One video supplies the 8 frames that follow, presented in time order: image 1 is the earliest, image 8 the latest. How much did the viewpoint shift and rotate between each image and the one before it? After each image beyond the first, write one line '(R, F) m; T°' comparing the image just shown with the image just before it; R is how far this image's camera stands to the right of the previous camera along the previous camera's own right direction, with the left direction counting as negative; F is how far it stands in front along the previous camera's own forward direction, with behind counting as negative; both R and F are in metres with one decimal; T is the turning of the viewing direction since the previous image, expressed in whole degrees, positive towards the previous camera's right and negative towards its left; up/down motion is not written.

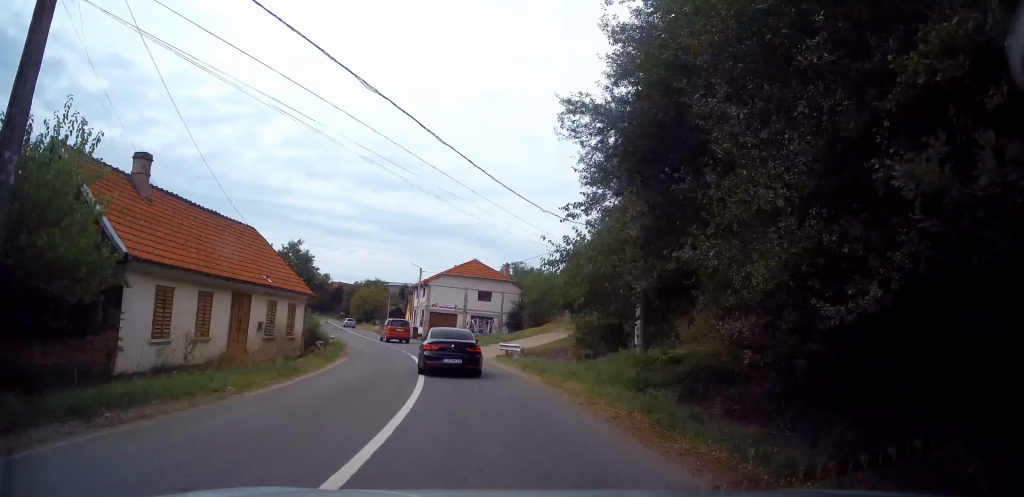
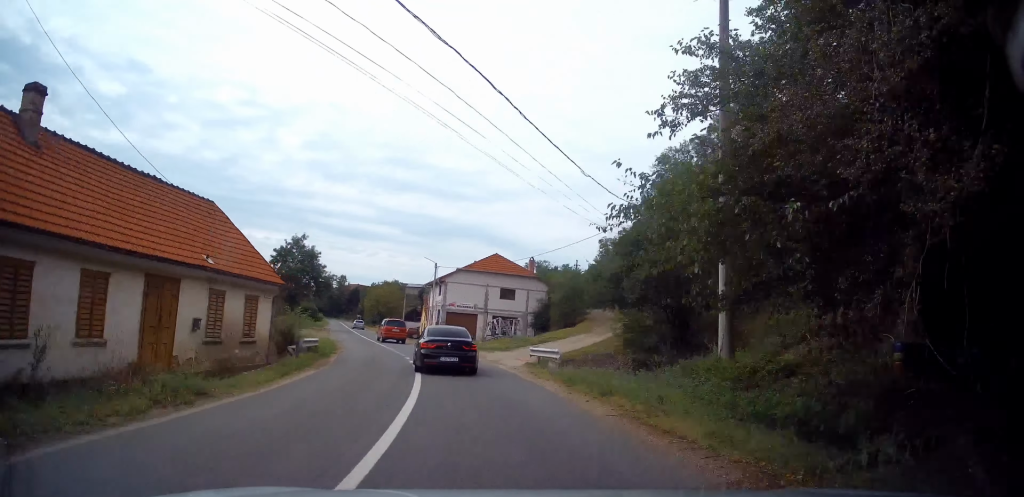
(+0.2, +6.3) m; -2°
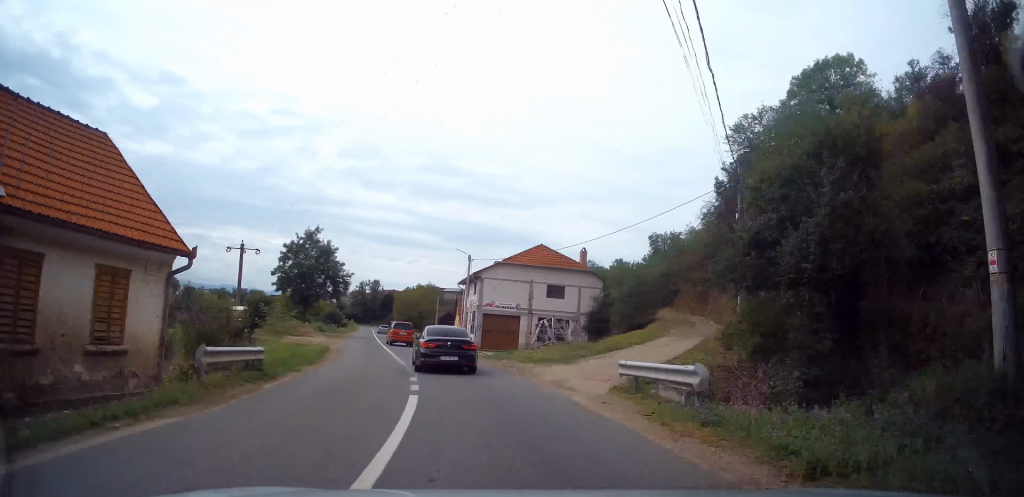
(-0.5, +8.9) m; -4°
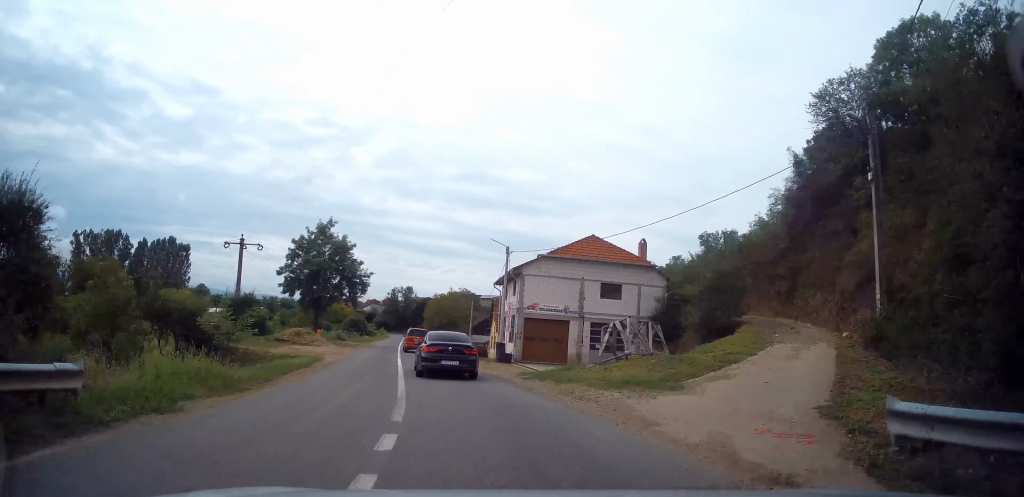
(-0.4, +7.9) m; -4°
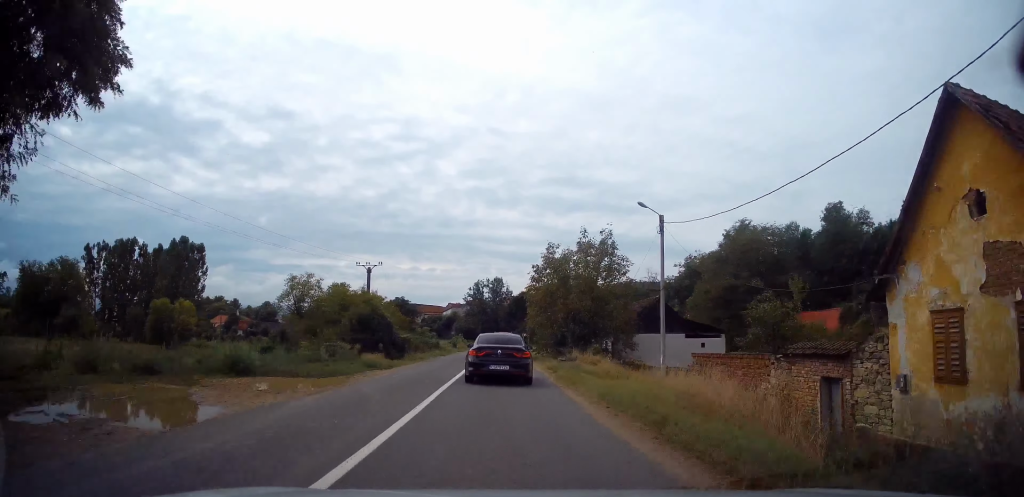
(-4.8, +43.9) m; -10°
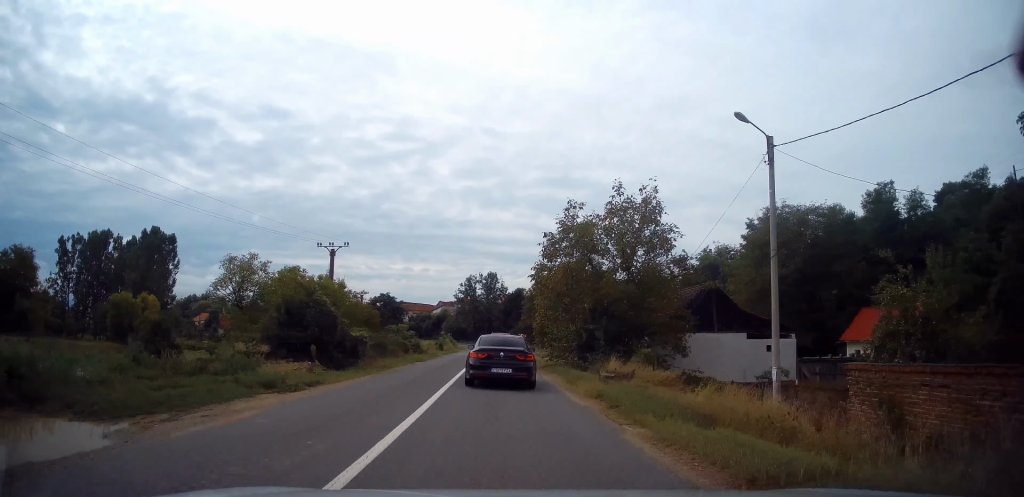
(0.0, +10.5) m; 0°
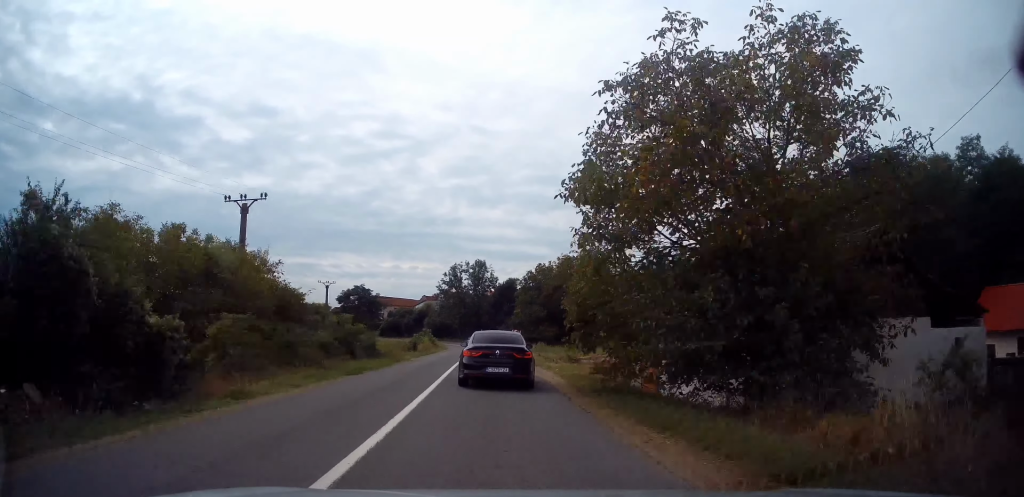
(+0.2, +14.1) m; +1°
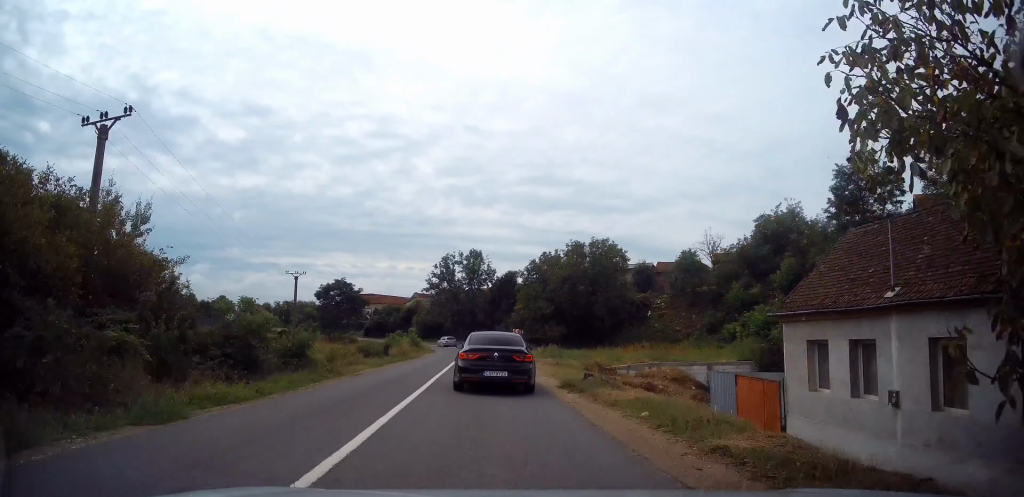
(-0.1, +11.8) m; +1°
